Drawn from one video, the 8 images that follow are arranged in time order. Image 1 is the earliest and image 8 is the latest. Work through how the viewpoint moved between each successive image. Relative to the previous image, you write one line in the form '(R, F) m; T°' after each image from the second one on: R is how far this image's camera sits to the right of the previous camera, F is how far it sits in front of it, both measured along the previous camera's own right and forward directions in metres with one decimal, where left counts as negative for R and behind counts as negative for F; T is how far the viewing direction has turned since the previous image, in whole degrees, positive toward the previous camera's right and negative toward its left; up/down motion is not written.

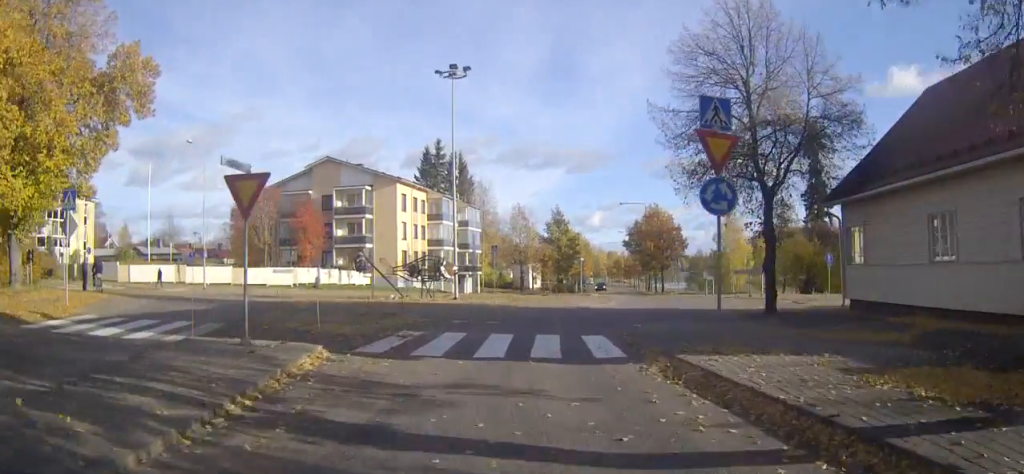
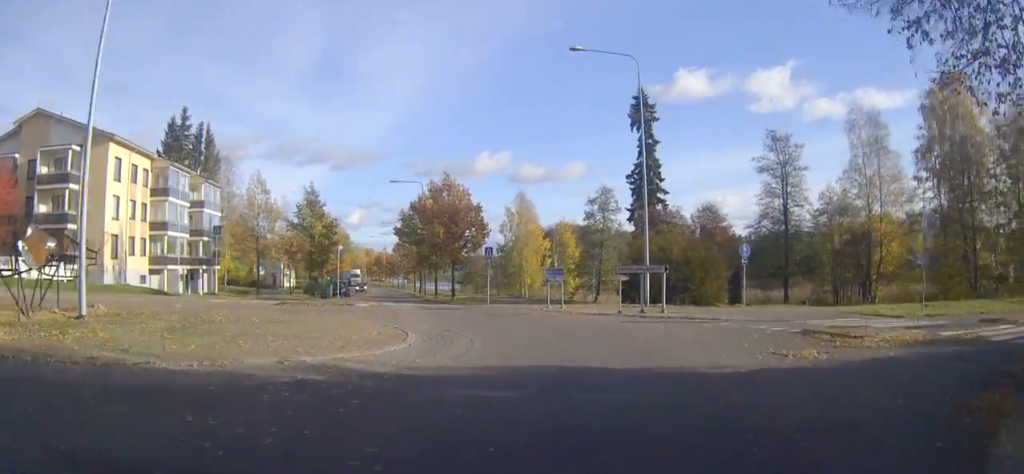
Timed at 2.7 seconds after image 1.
(+1.7, +22.4) m; +14°
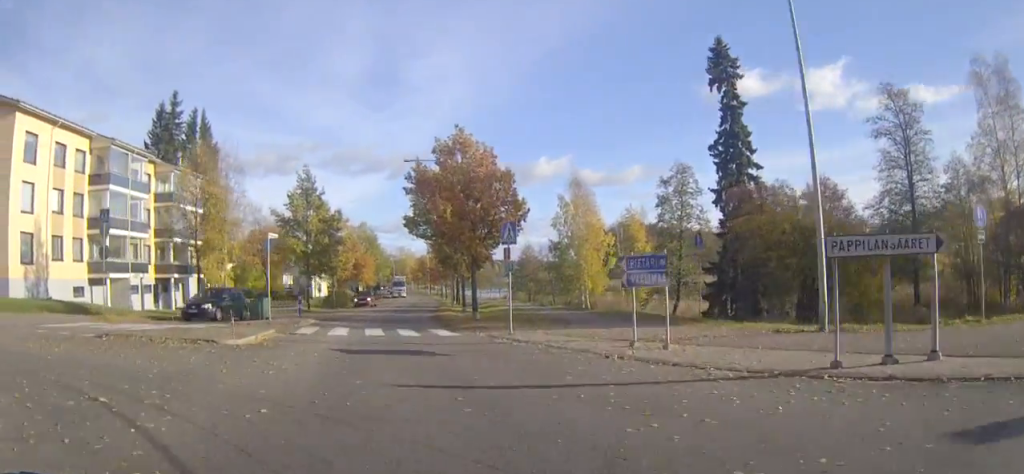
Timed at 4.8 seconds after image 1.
(+0.9, +17.9) m; -2°
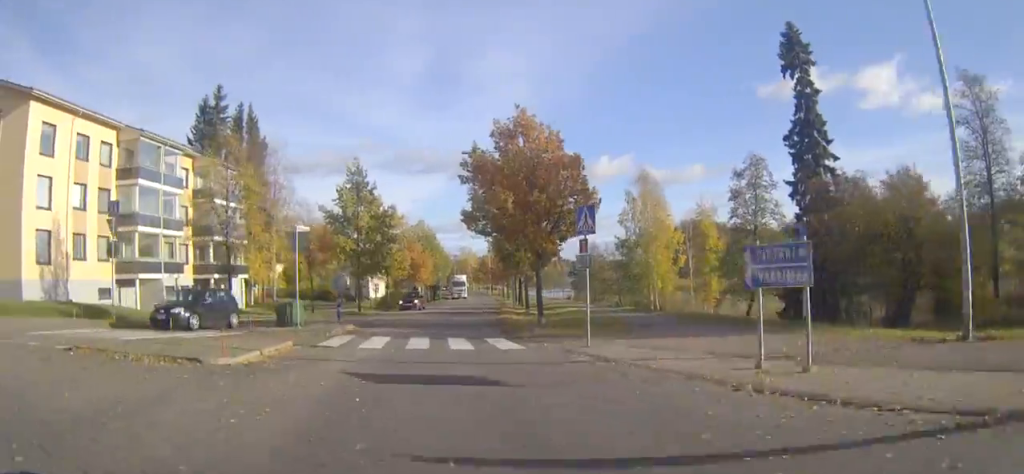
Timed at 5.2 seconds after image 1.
(0.0, +3.9) m; -3°
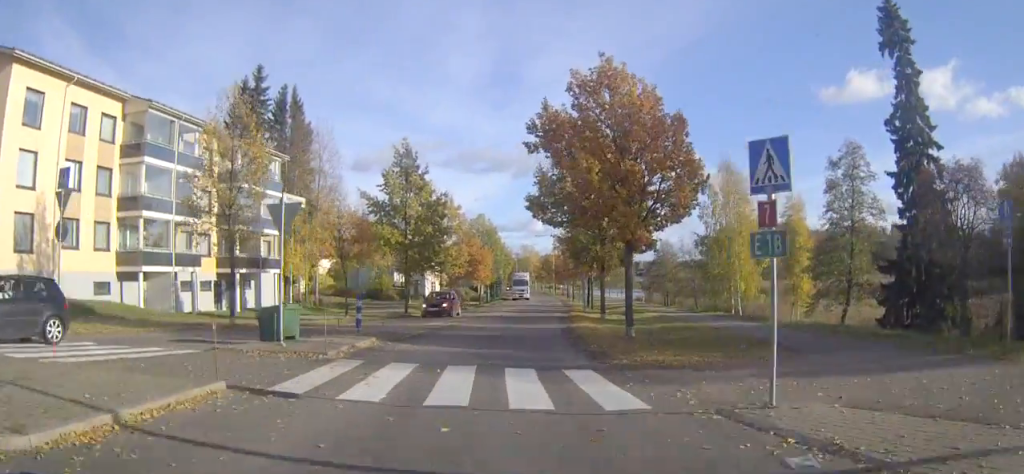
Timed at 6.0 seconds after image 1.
(-0.5, +7.6) m; -4°
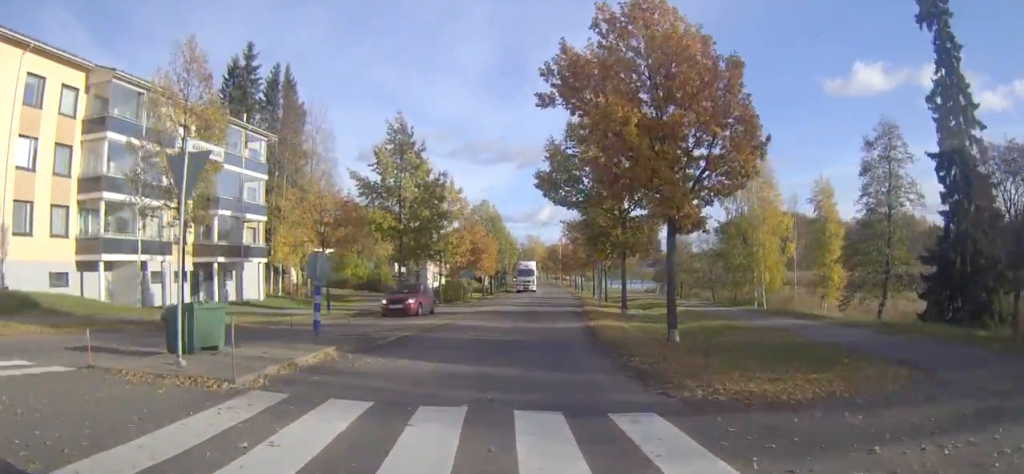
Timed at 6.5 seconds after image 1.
(-0.1, +5.3) m; -1°
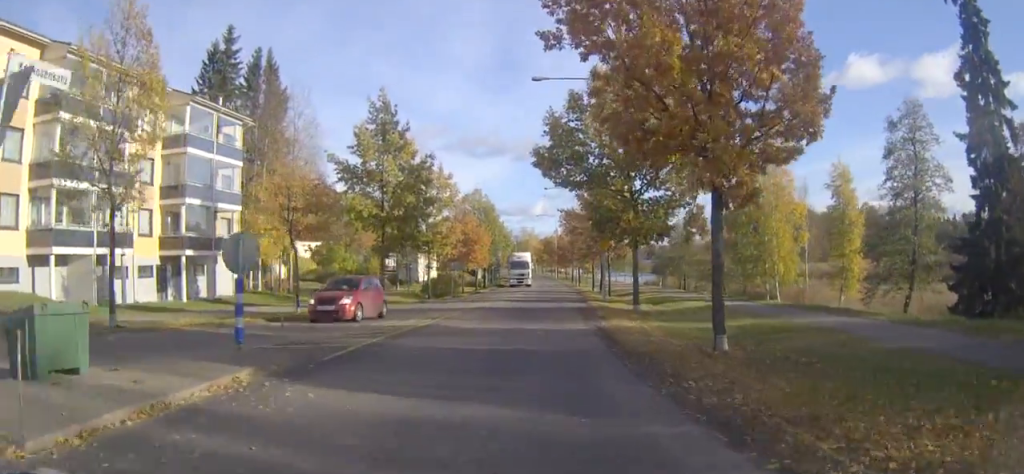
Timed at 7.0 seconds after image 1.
(-0.1, +4.3) m; 0°
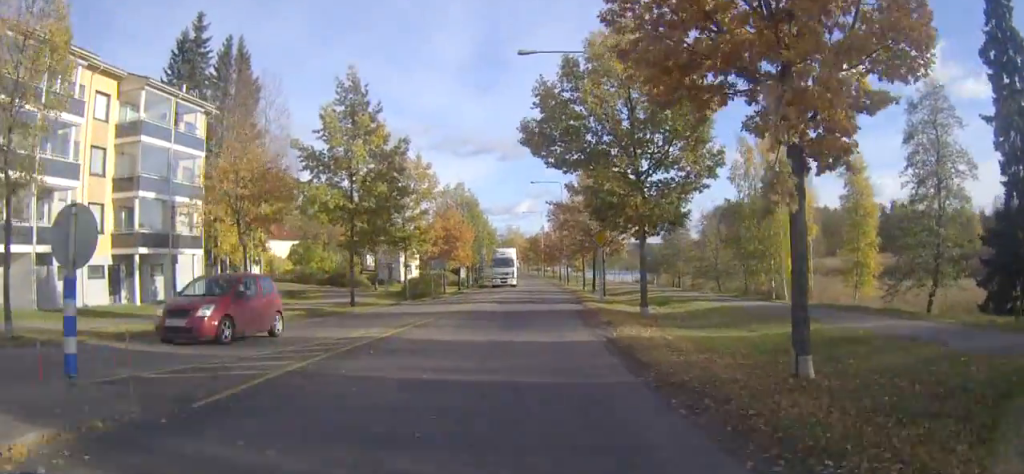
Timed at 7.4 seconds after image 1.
(0.0, +4.5) m; 0°
